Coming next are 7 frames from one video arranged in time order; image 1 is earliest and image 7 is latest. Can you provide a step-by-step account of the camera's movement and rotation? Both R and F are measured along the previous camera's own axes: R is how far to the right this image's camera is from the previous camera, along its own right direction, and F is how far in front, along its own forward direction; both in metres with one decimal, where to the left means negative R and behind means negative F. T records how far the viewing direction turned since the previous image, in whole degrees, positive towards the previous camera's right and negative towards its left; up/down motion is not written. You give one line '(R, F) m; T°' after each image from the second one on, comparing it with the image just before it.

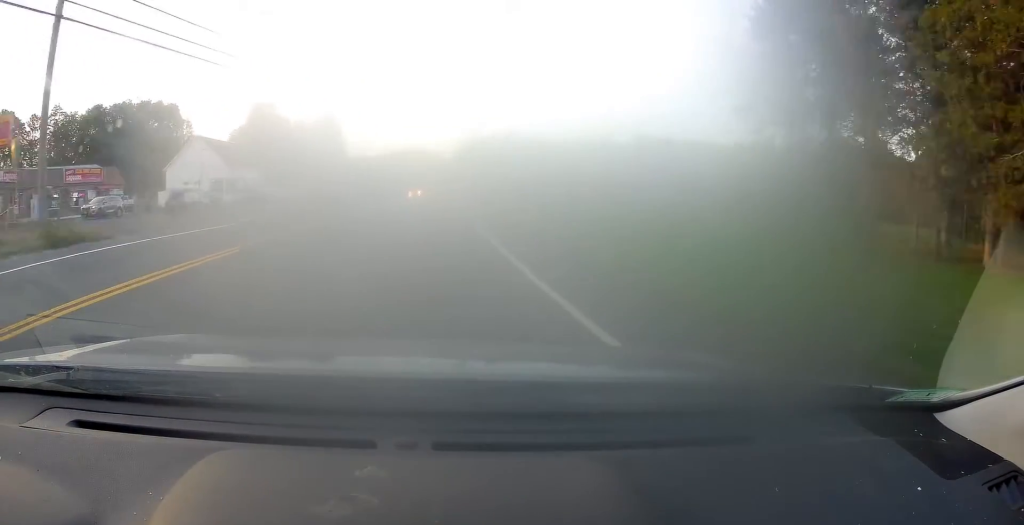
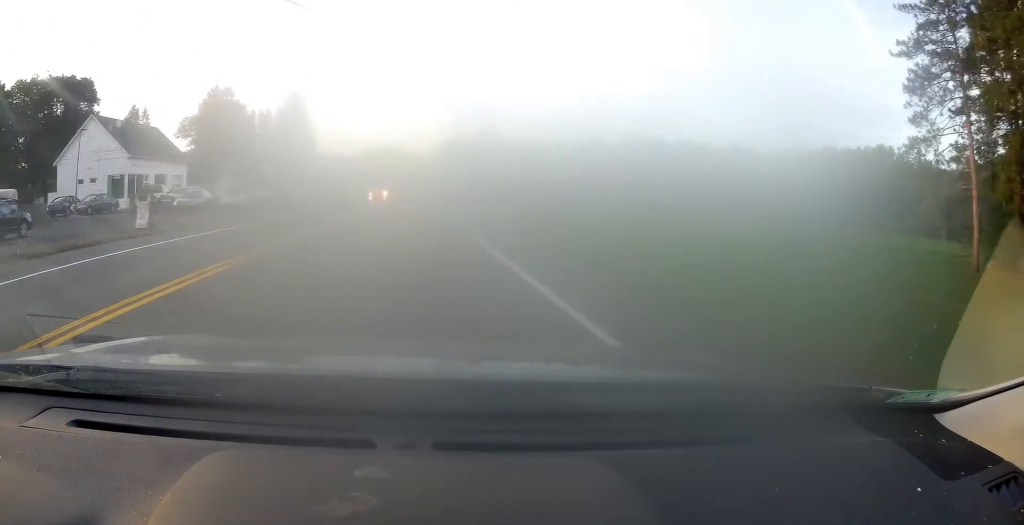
(+0.1, +20.6) m; +2°
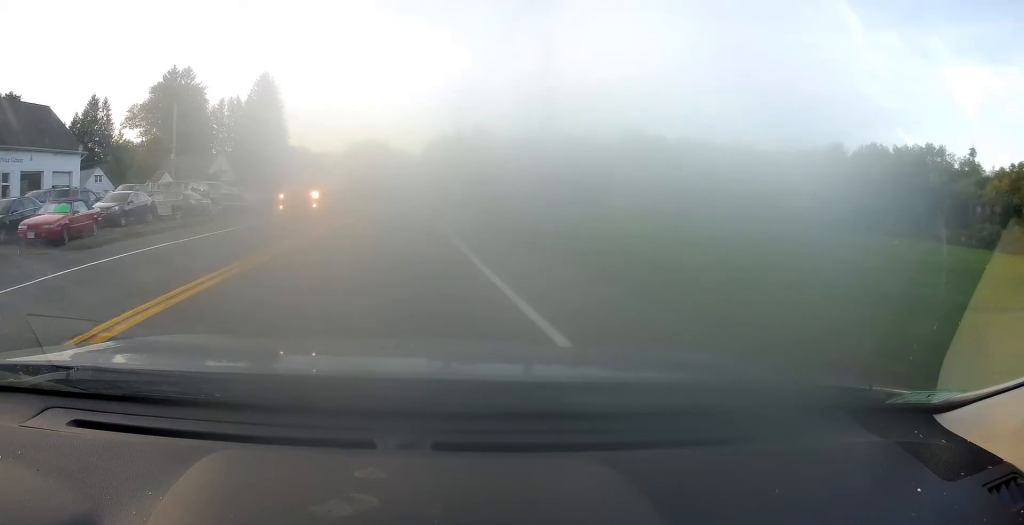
(+0.7, +19.2) m; +1°
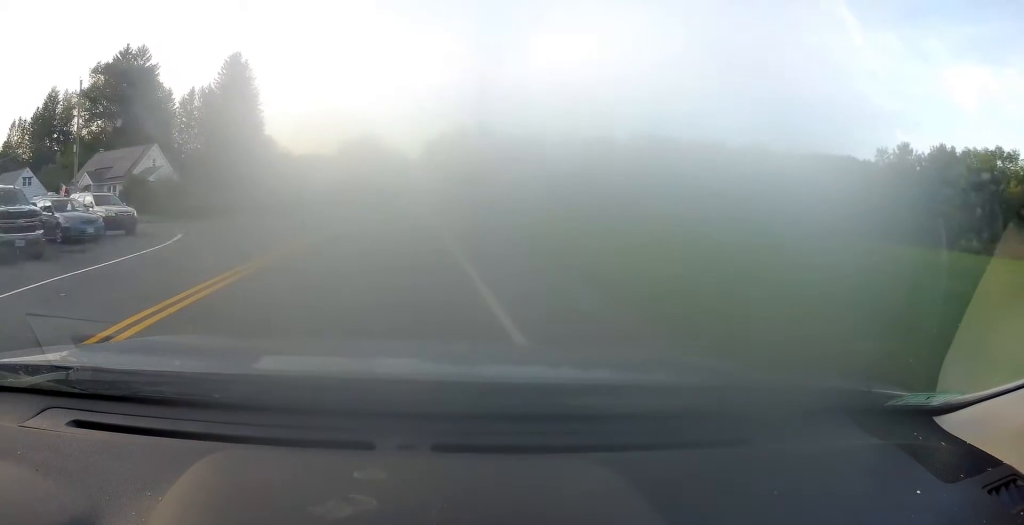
(-0.3, +20.3) m; -1°
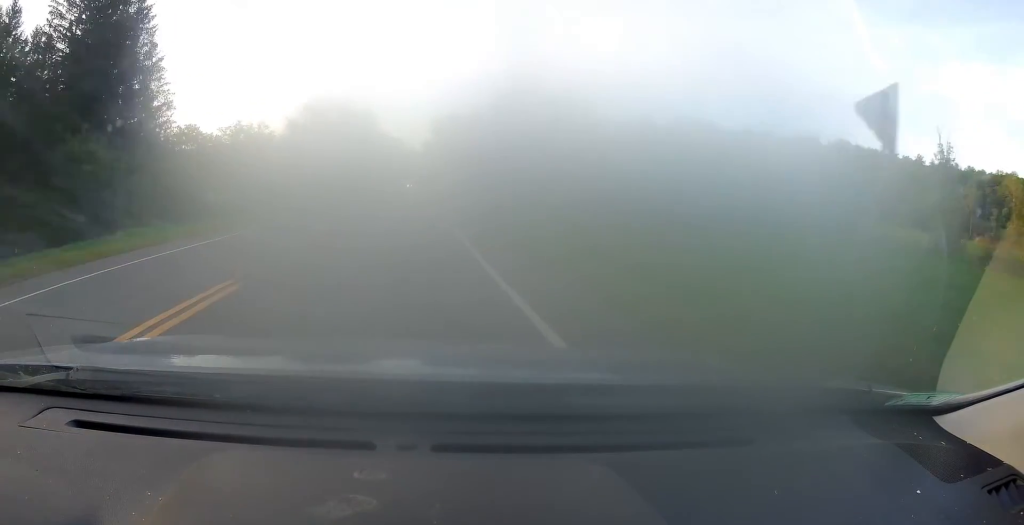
(-0.8, +48.7) m; 0°
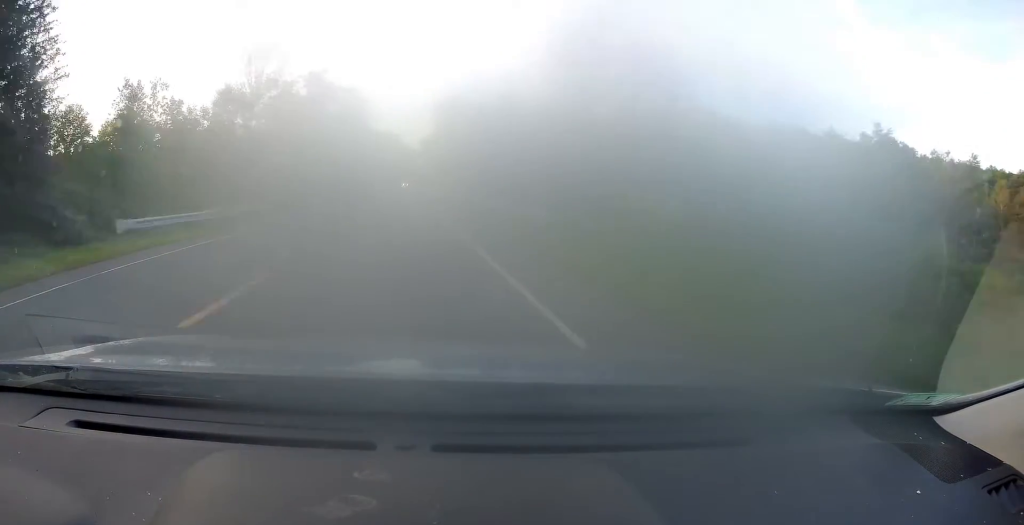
(+0.4, +25.0) m; +1°
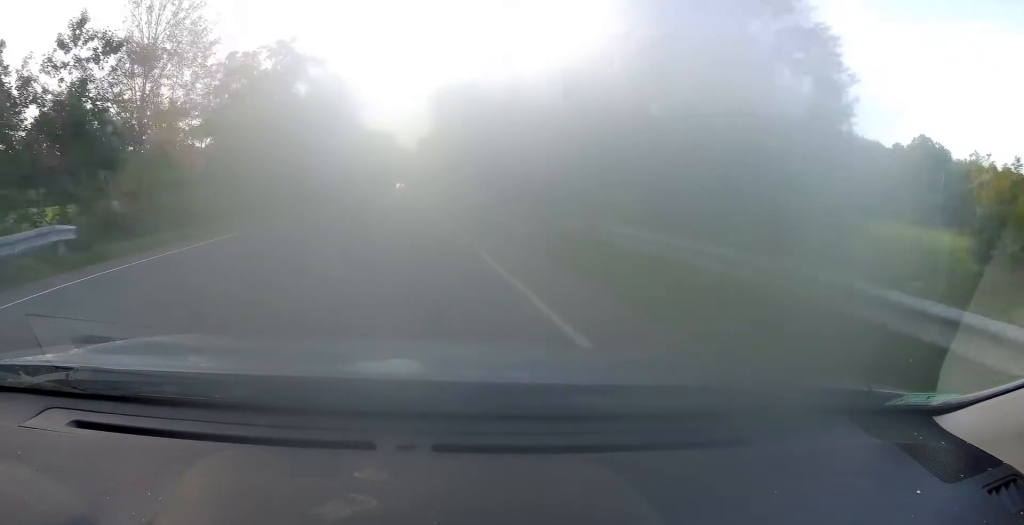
(0.0, +17.4) m; 0°
